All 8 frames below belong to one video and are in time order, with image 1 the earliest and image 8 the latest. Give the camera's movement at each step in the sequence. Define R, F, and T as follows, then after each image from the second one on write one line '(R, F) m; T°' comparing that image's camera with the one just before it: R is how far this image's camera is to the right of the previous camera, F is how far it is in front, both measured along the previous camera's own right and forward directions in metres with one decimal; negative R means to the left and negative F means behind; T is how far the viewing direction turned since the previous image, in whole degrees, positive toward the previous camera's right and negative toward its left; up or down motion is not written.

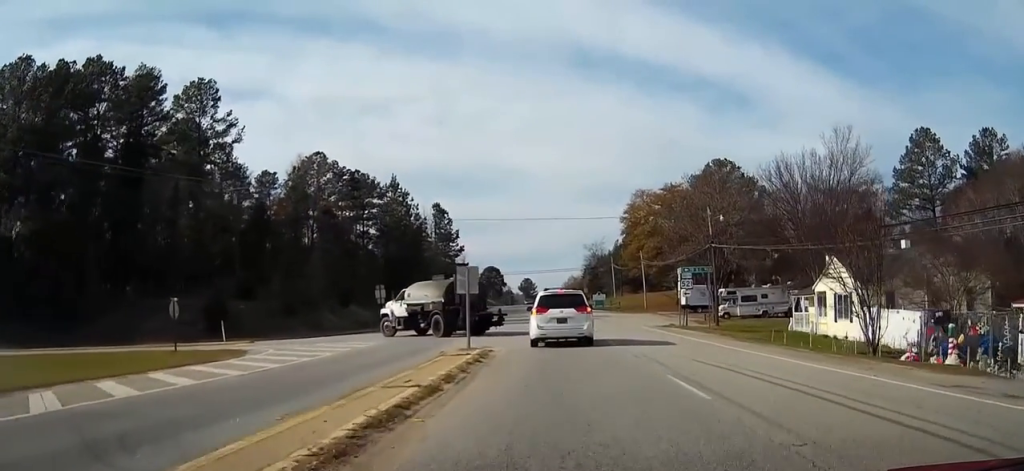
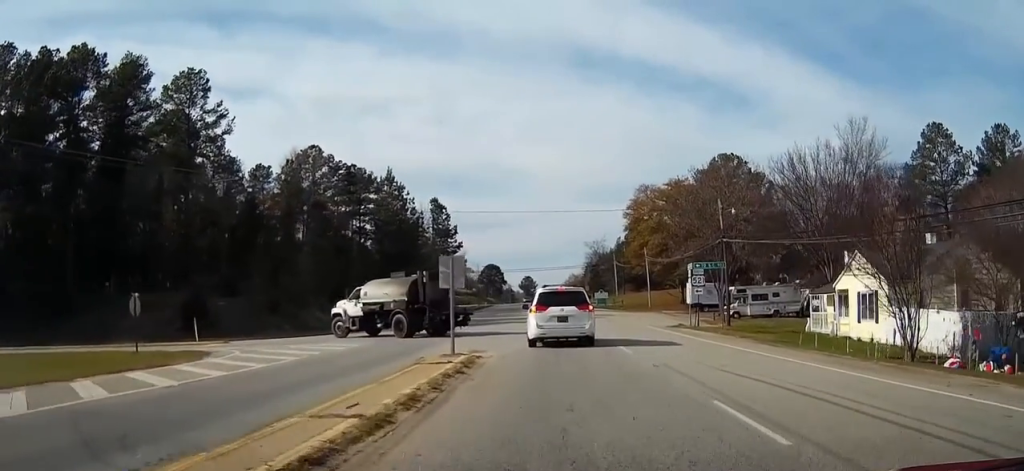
(0.0, +3.7) m; 0°
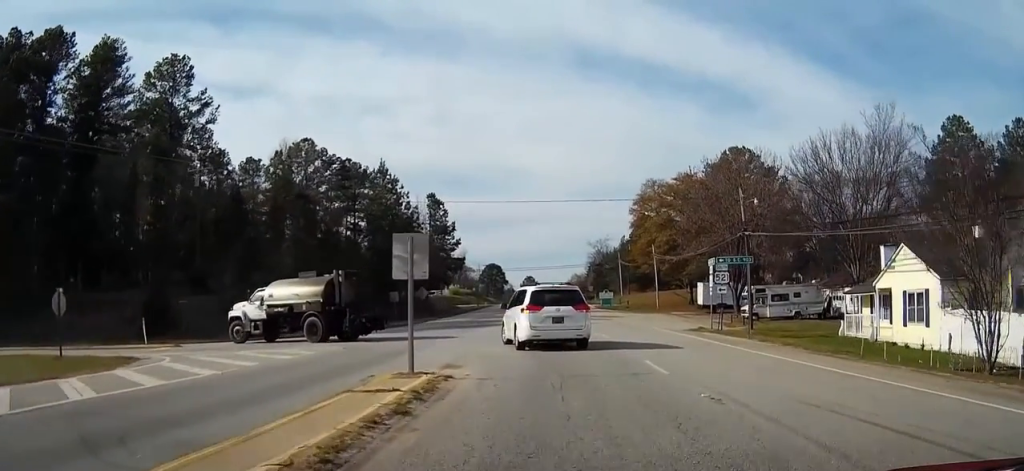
(0.0, +5.8) m; +1°
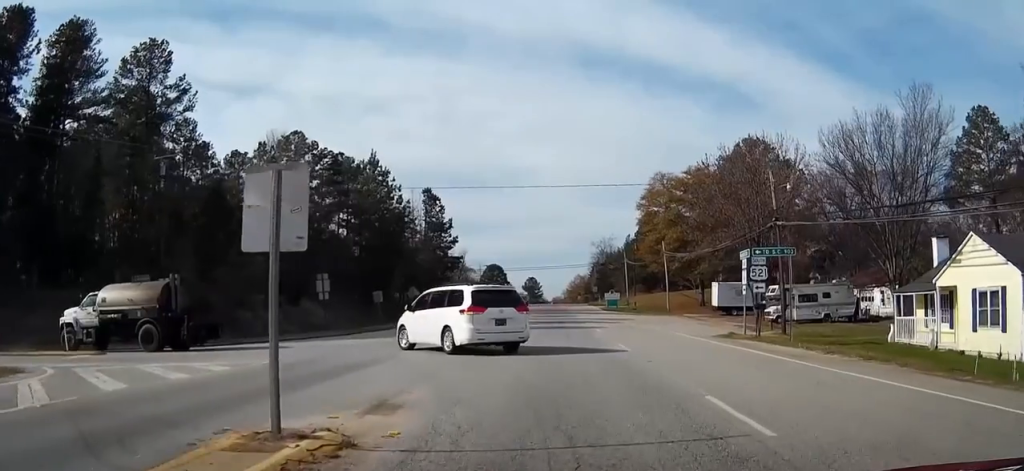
(+0.1, +6.7) m; +1°
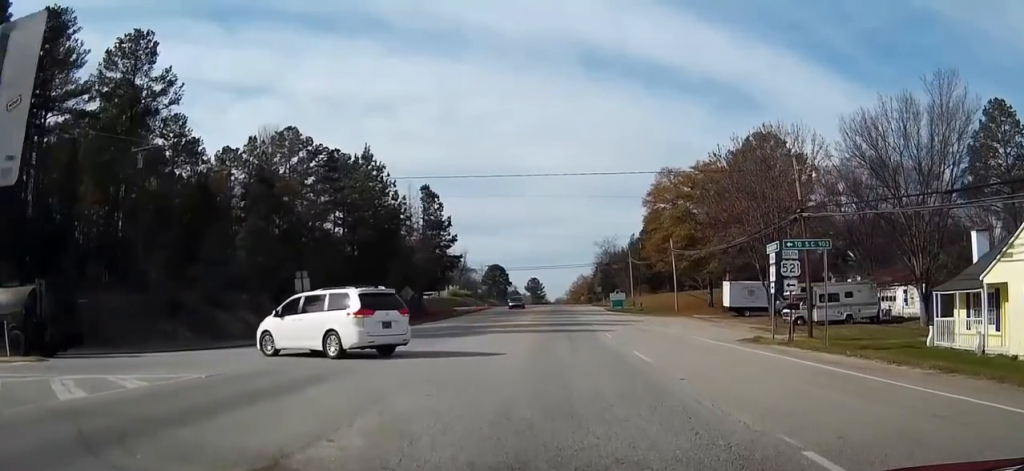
(-0.1, +3.9) m; -2°
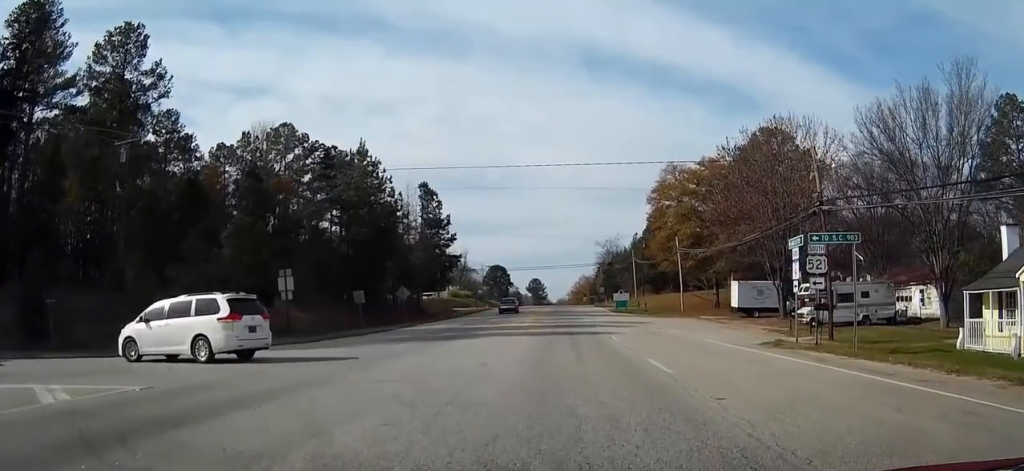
(0.0, +2.8) m; 0°
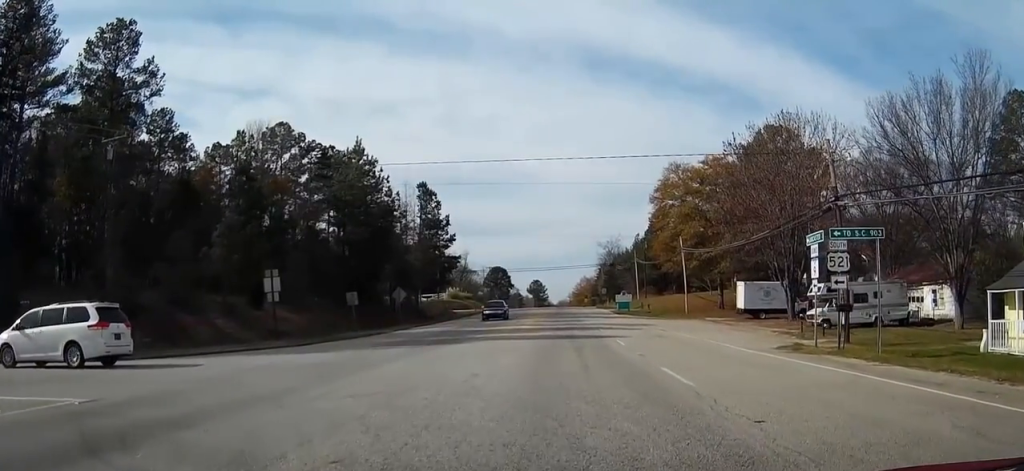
(0.0, +2.3) m; +1°
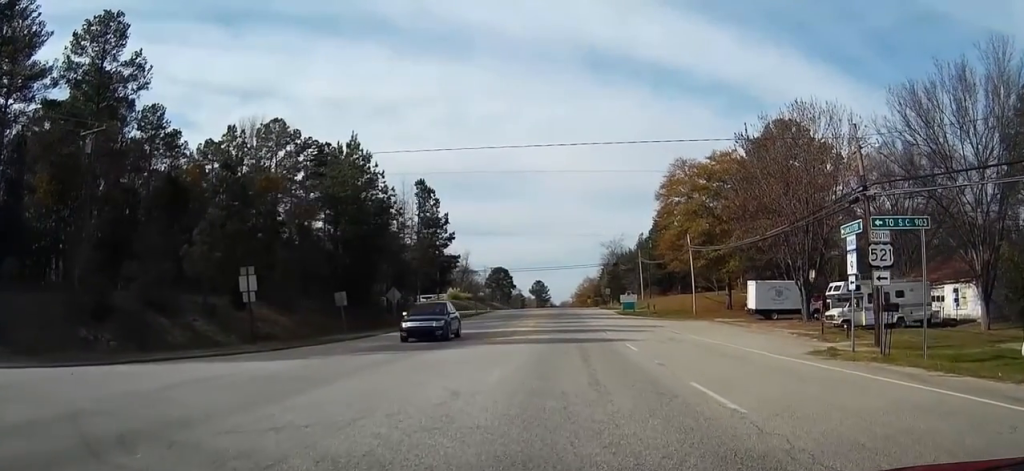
(+0.1, +3.7) m; +1°
